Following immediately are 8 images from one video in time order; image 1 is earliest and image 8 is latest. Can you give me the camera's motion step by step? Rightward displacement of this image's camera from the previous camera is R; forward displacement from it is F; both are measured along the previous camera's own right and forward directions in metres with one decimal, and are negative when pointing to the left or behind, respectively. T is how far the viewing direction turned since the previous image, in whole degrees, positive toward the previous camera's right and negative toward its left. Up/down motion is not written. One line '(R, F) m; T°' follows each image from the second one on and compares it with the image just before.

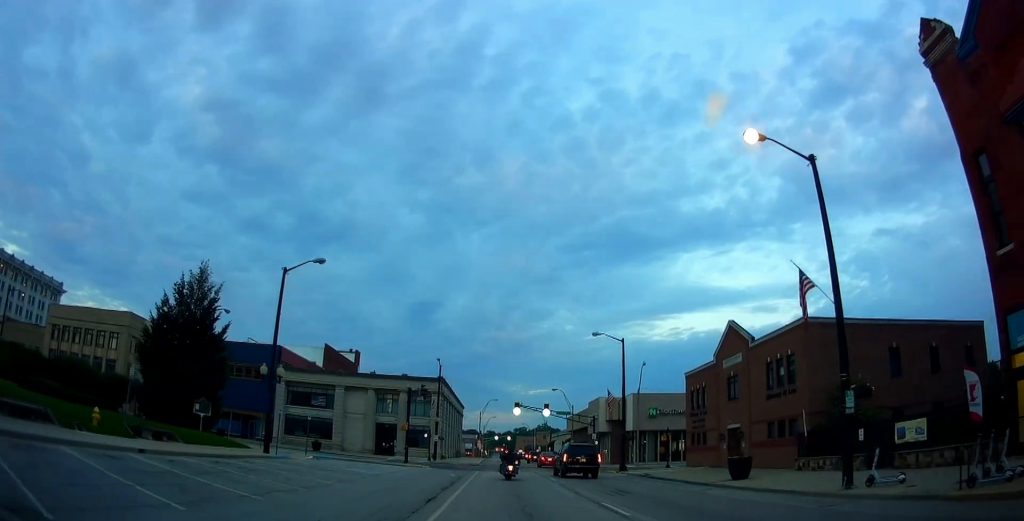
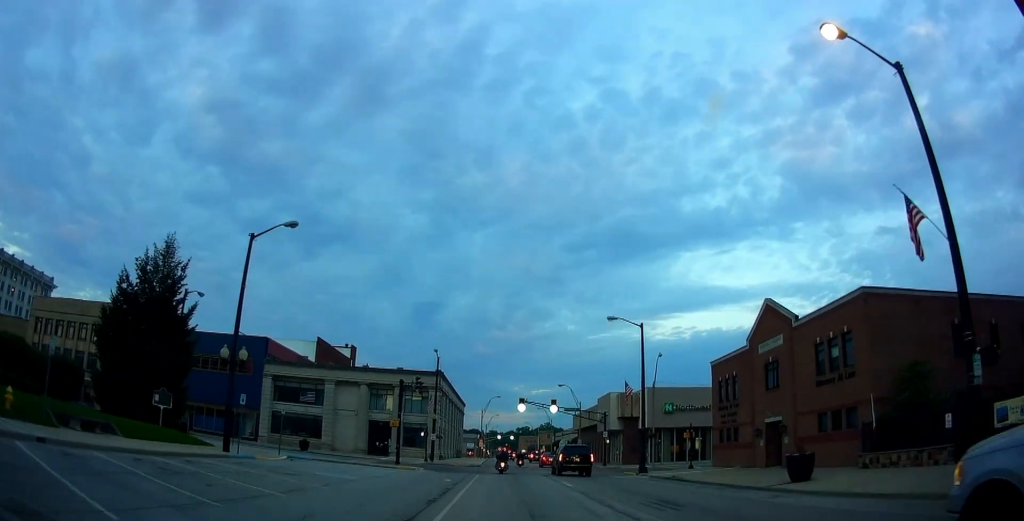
(0.0, +5.1) m; 0°
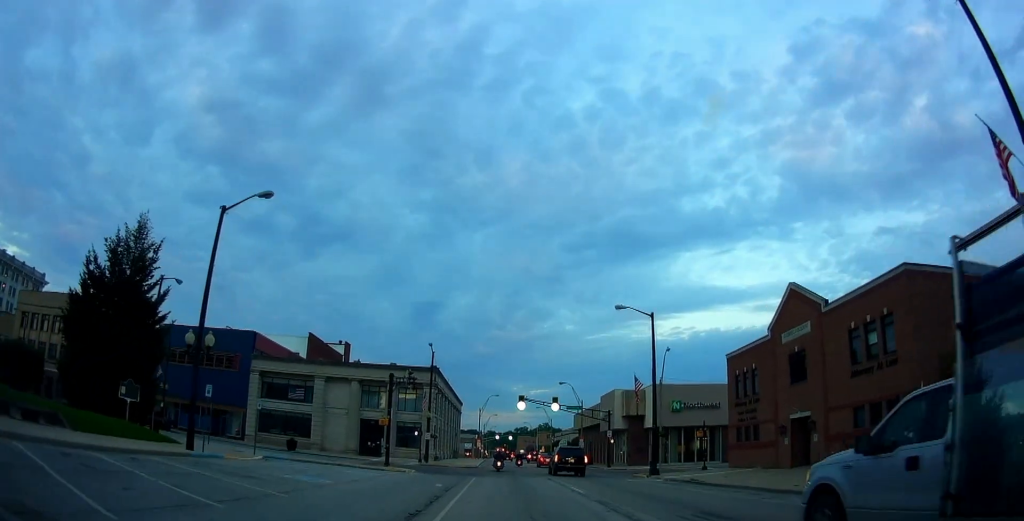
(0.0, +3.2) m; 0°
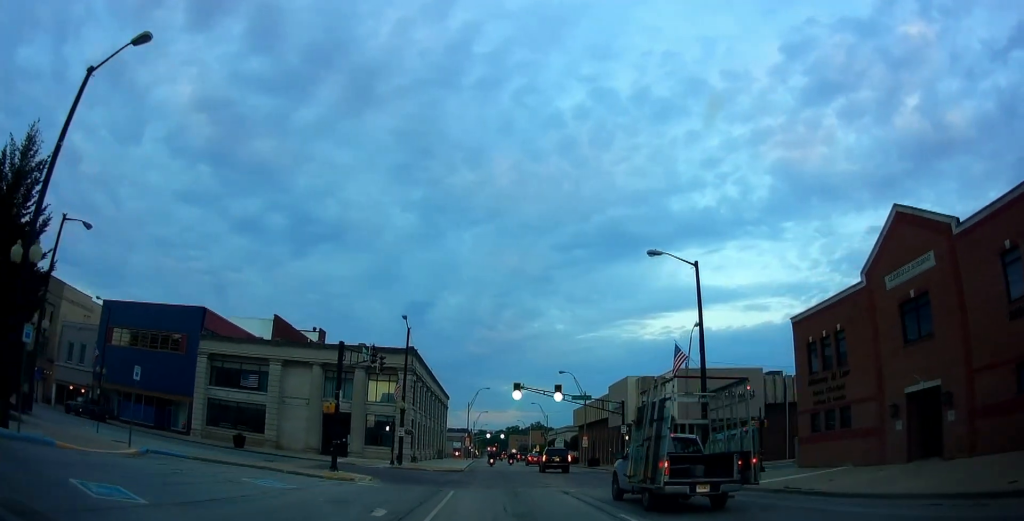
(0.0, +10.2) m; 0°
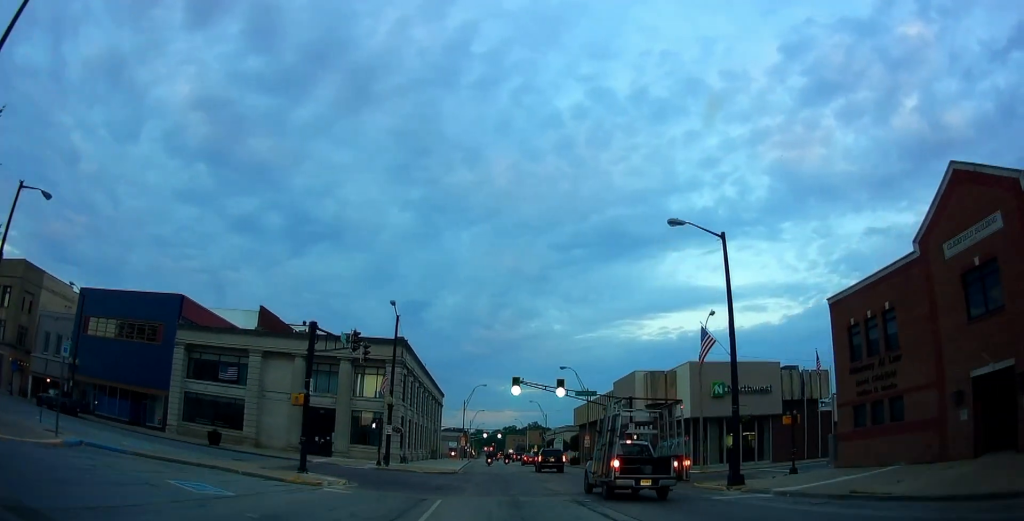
(0.0, +3.8) m; 0°
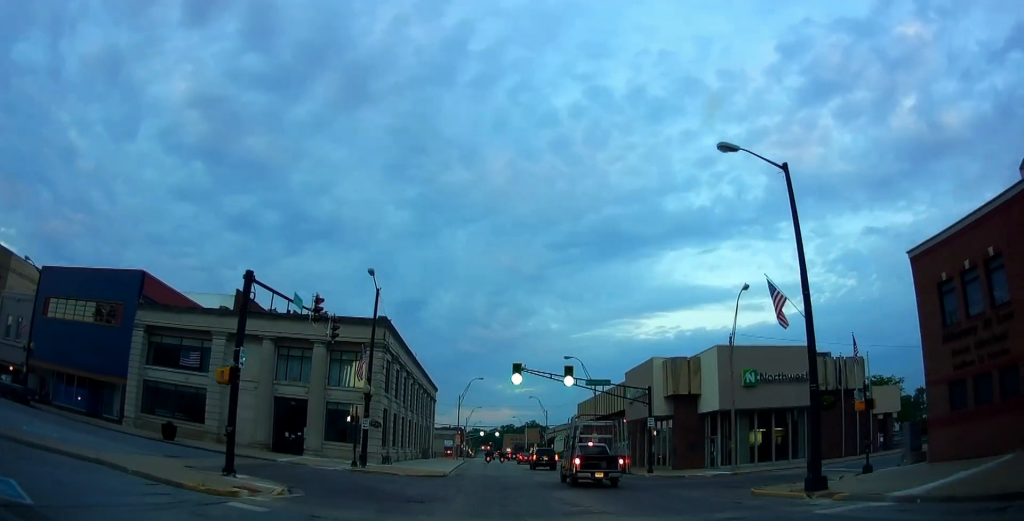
(0.0, +6.1) m; 0°
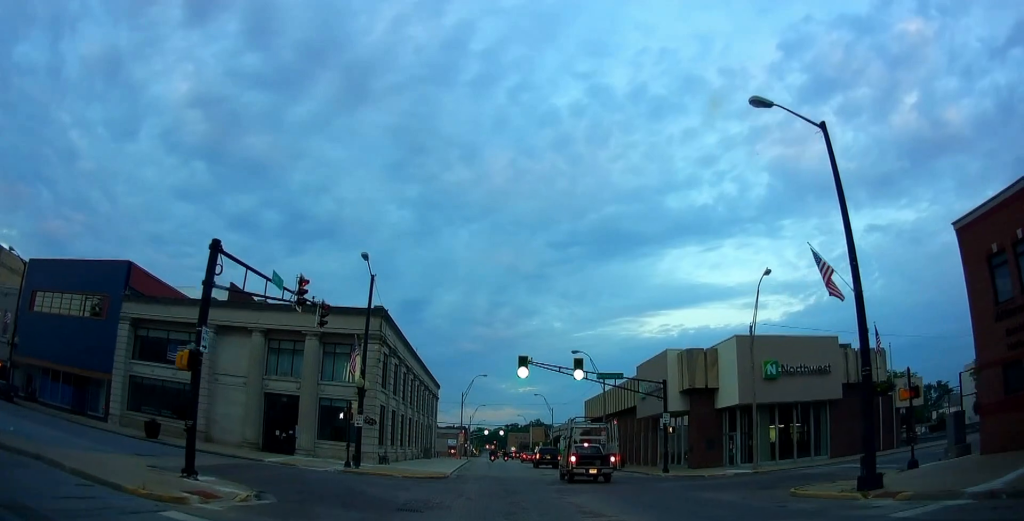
(0.0, +2.5) m; 0°
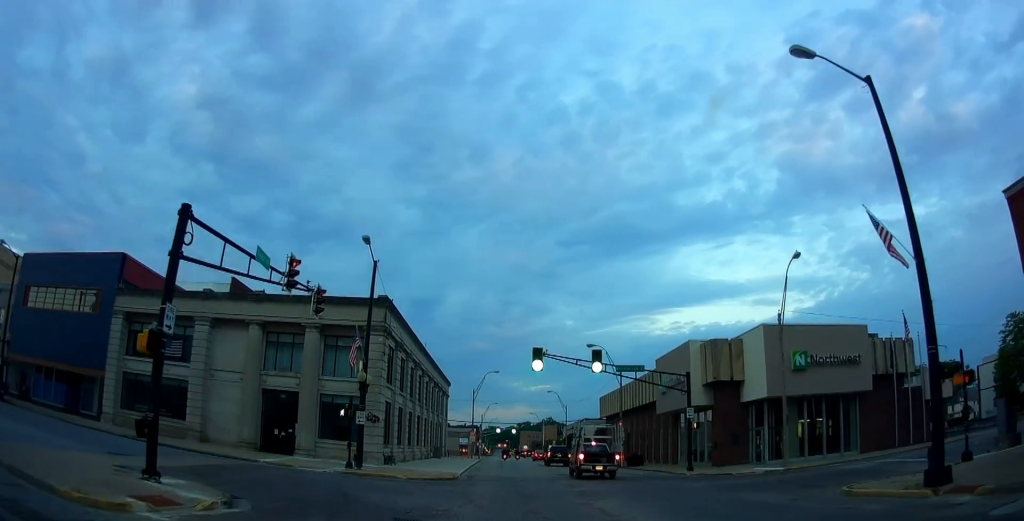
(0.0, +2.3) m; 0°
